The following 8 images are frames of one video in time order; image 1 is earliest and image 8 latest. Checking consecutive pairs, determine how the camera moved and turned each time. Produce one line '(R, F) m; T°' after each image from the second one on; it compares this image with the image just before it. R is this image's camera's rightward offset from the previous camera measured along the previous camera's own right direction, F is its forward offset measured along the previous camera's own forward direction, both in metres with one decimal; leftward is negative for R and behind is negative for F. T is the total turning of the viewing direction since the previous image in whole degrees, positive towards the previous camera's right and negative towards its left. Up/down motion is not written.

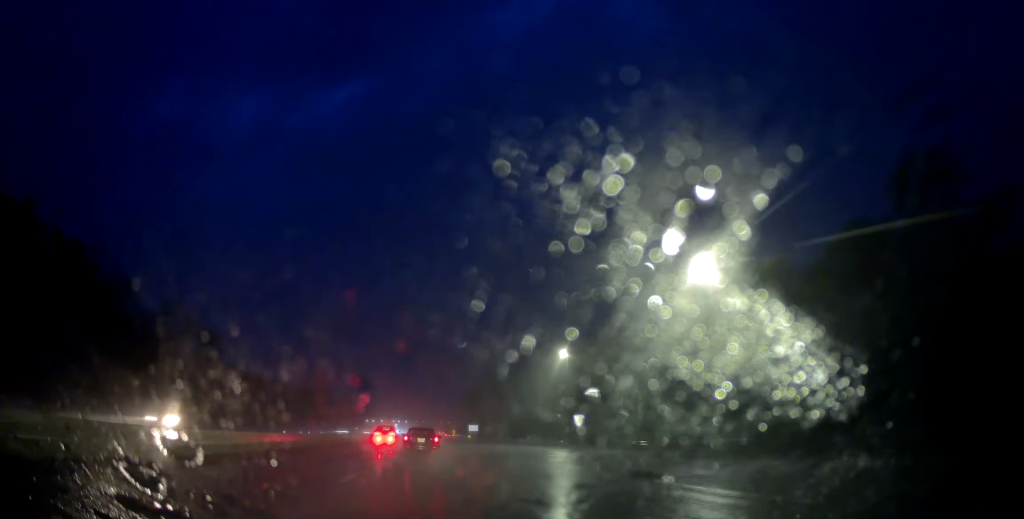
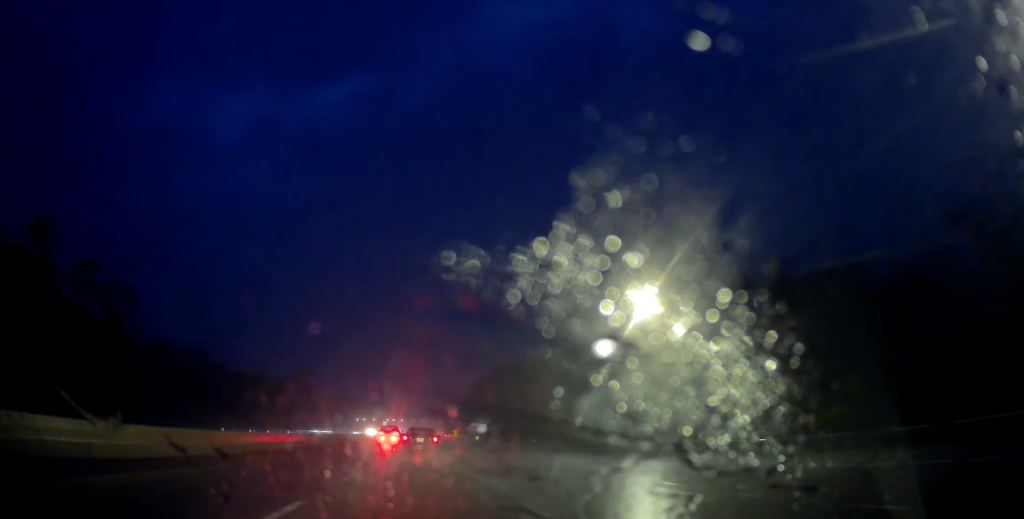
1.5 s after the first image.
(-0.9, +31.3) m; -3°
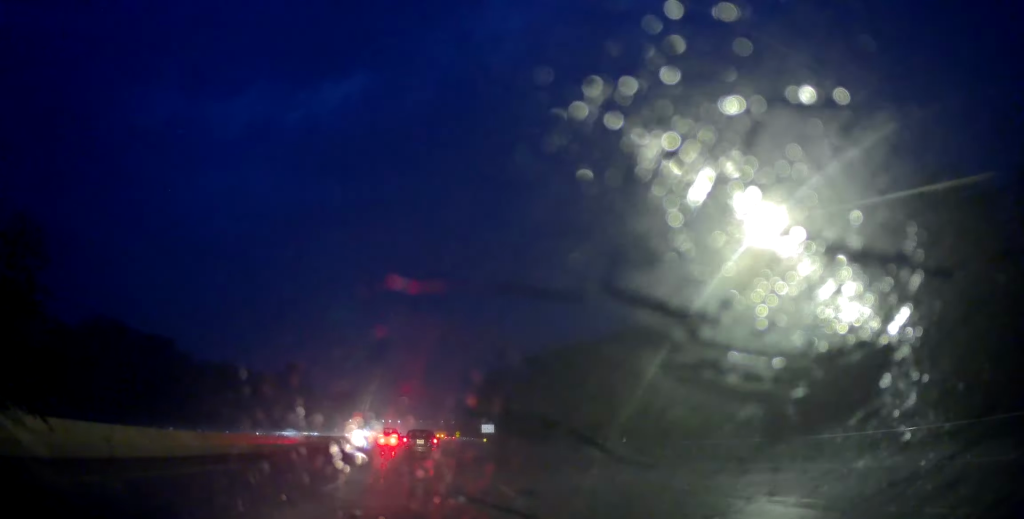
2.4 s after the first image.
(+0.1, +19.3) m; +1°
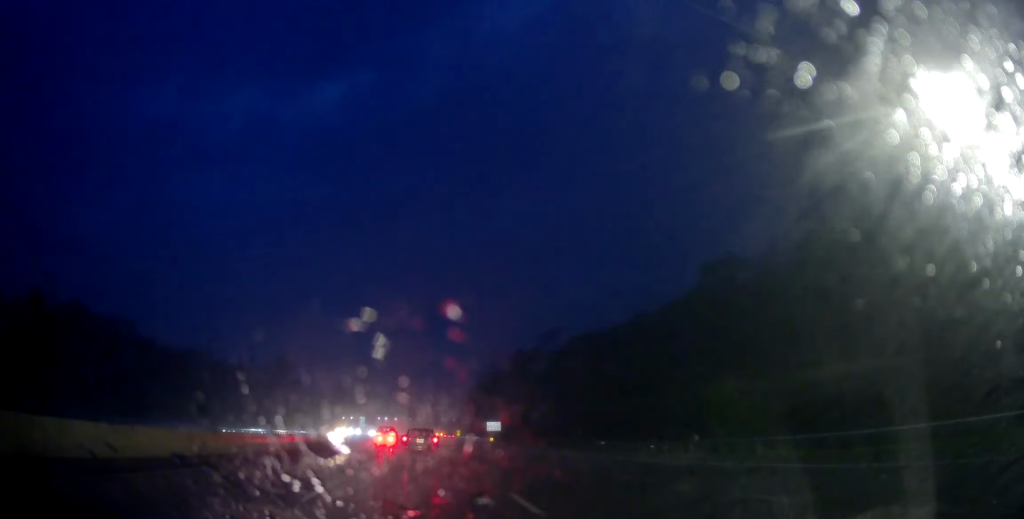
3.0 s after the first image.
(+0.2, +14.2) m; 0°
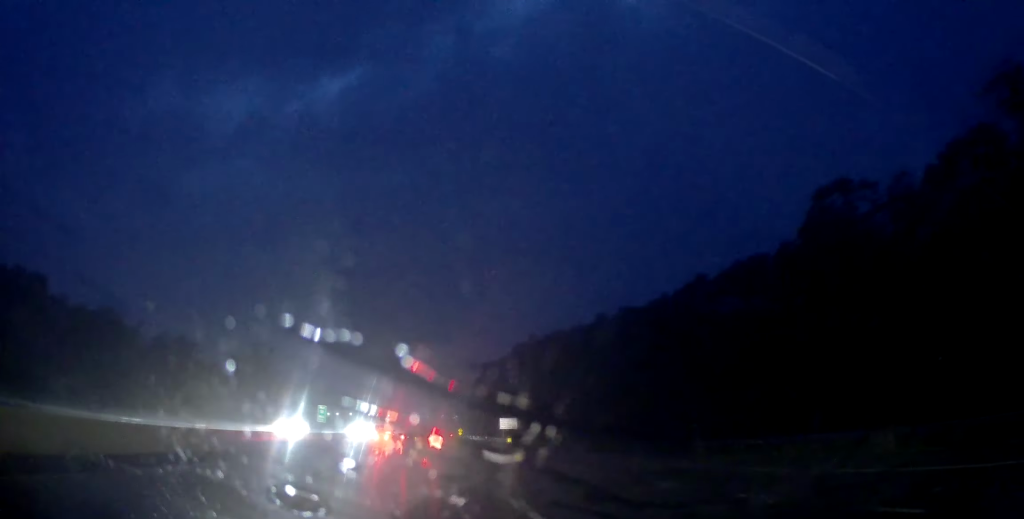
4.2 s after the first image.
(-0.2, +25.7) m; +1°
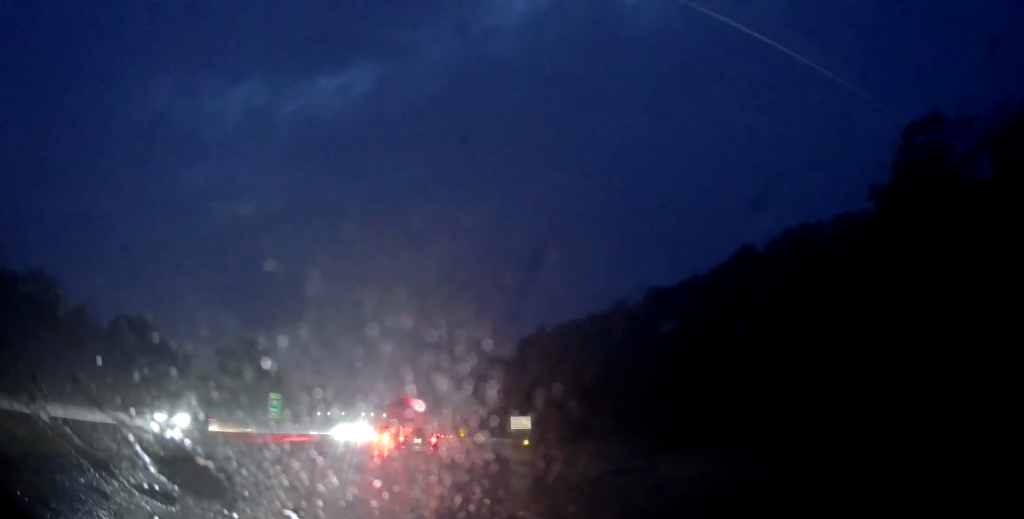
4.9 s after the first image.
(+0.5, +14.2) m; +1°
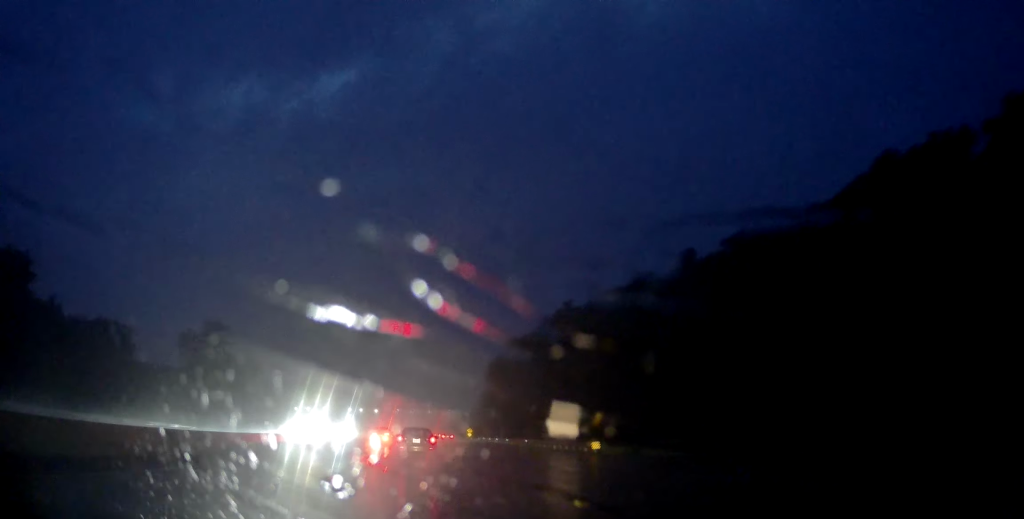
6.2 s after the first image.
(0.0, +28.4) m; -1°
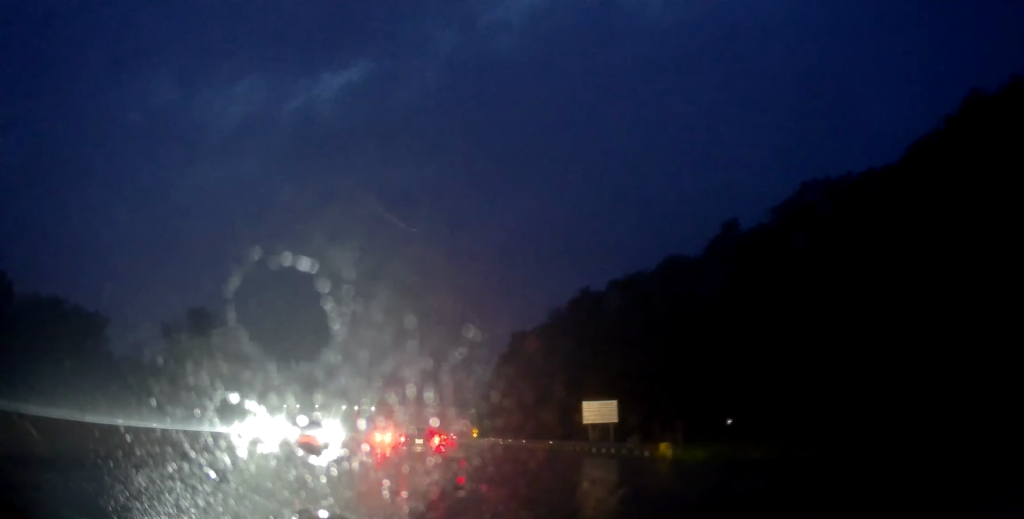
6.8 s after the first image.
(0.0, +12.6) m; 0°
